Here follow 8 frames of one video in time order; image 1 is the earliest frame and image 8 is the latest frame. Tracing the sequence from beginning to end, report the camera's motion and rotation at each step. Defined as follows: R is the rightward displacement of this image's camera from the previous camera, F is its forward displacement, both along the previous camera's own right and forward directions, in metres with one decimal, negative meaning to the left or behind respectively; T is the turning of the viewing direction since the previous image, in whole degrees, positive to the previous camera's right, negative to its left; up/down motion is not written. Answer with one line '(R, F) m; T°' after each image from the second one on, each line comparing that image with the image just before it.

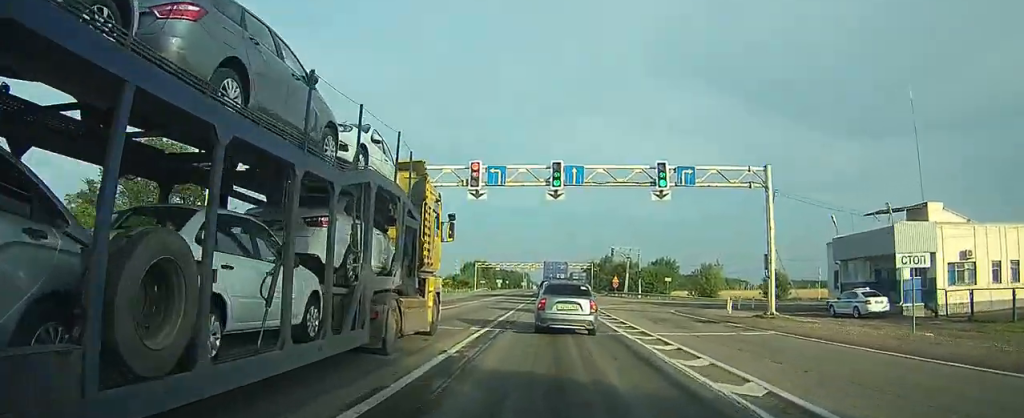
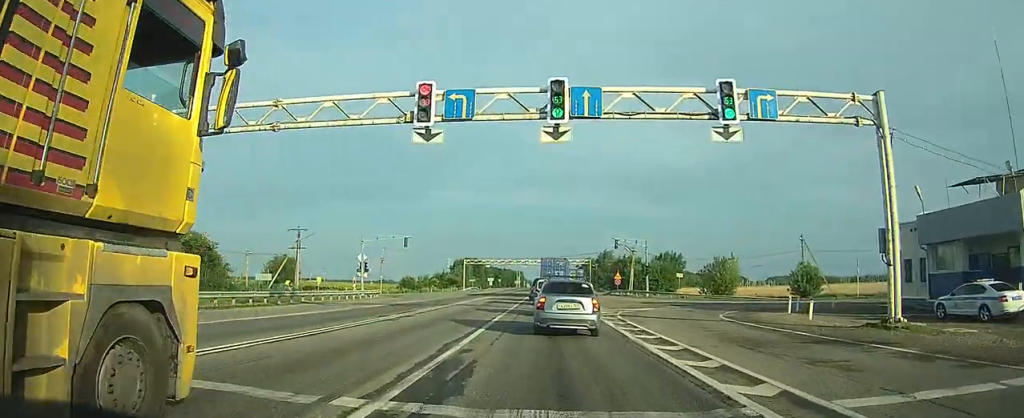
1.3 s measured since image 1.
(0.0, +10.0) m; -1°
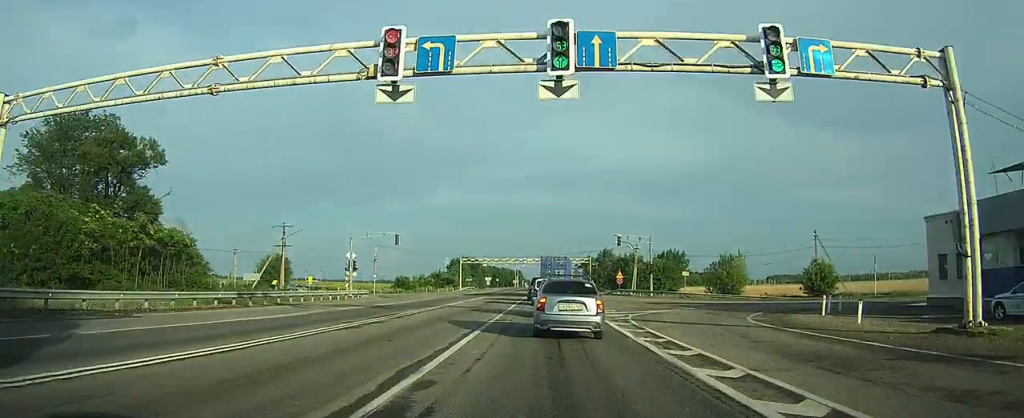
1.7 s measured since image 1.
(0.0, +3.6) m; 0°
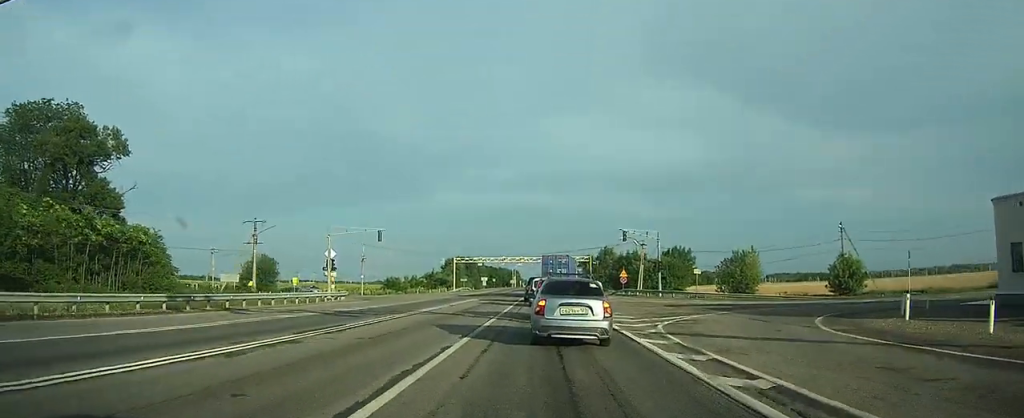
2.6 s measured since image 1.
(0.0, +6.6) m; 0°
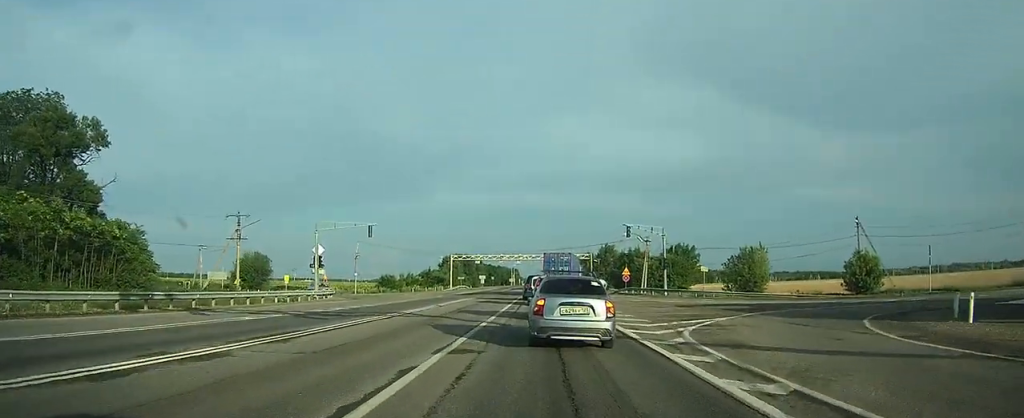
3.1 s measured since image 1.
(0.0, +3.7) m; 0°
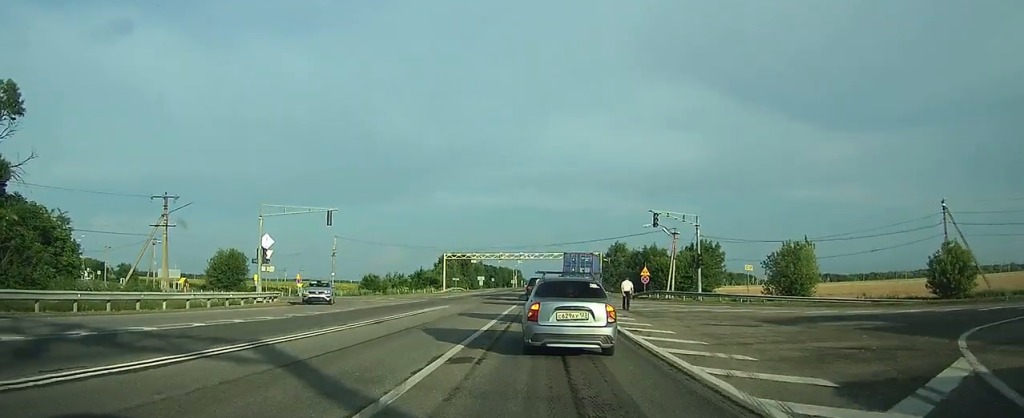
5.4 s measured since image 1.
(0.0, +15.2) m; 0°
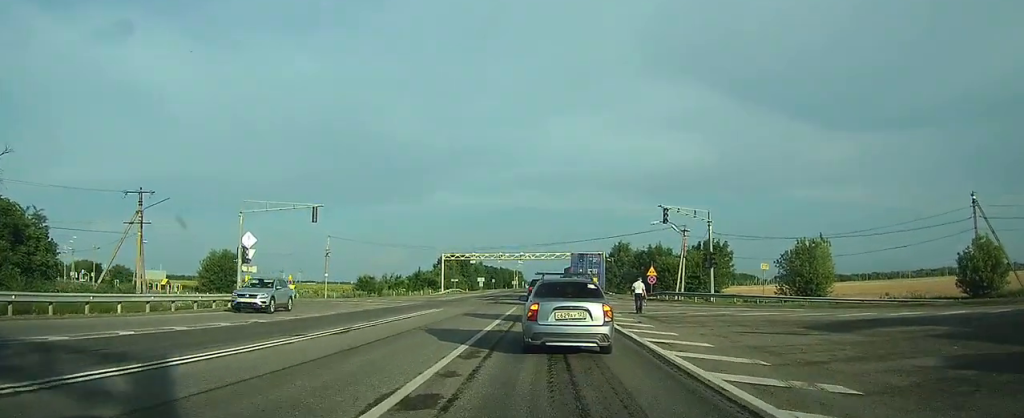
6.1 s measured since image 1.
(0.0, +4.2) m; 0°
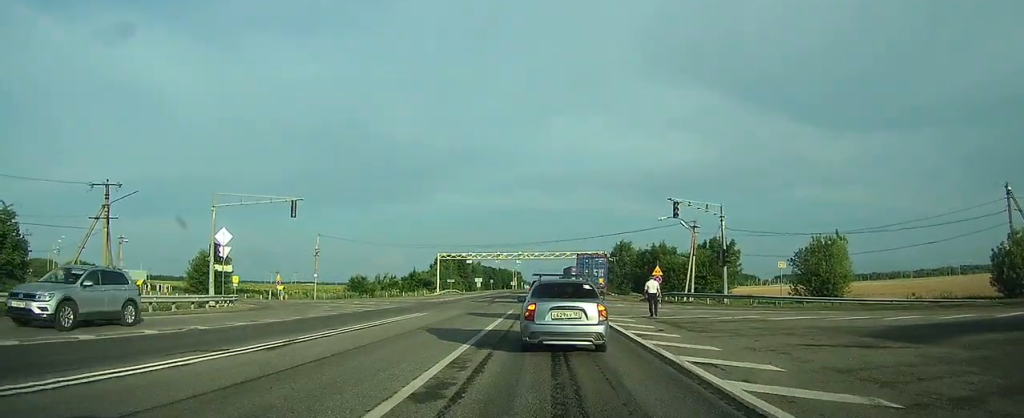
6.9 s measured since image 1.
(0.0, +4.2) m; 0°
